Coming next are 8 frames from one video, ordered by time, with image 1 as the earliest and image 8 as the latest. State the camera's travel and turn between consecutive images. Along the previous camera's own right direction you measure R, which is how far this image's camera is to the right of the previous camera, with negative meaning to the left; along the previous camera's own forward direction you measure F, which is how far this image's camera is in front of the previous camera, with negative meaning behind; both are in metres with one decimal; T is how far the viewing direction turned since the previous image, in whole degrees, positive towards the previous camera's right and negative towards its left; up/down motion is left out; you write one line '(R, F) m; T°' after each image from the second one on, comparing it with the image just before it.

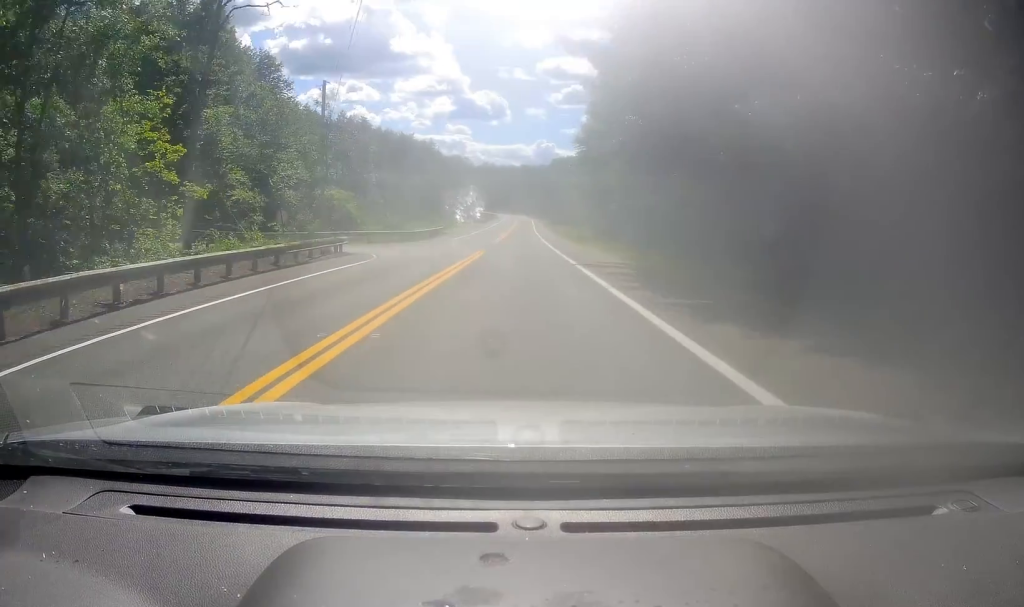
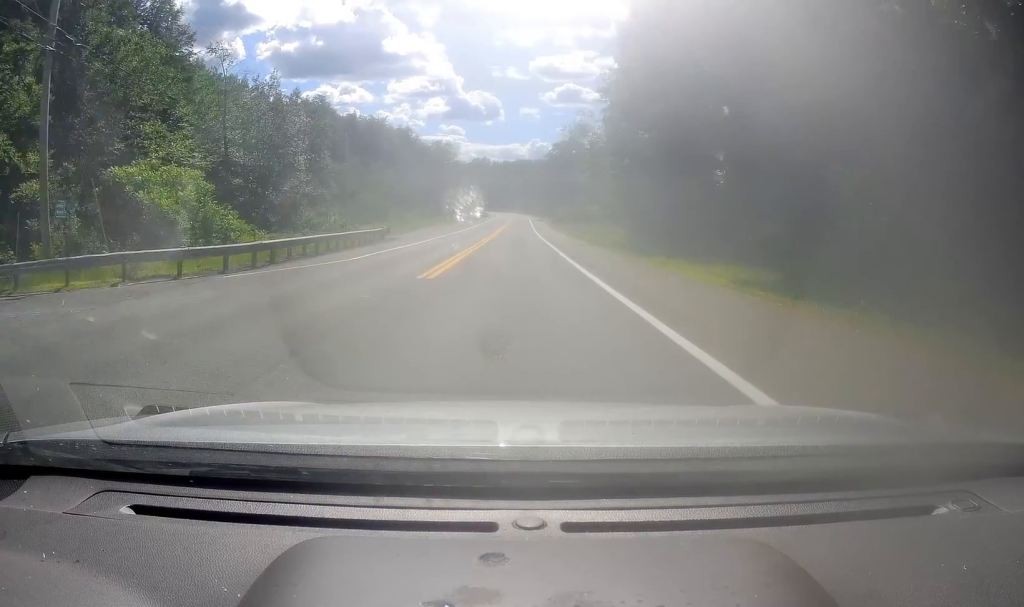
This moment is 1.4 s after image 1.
(-0.2, +32.3) m; 0°
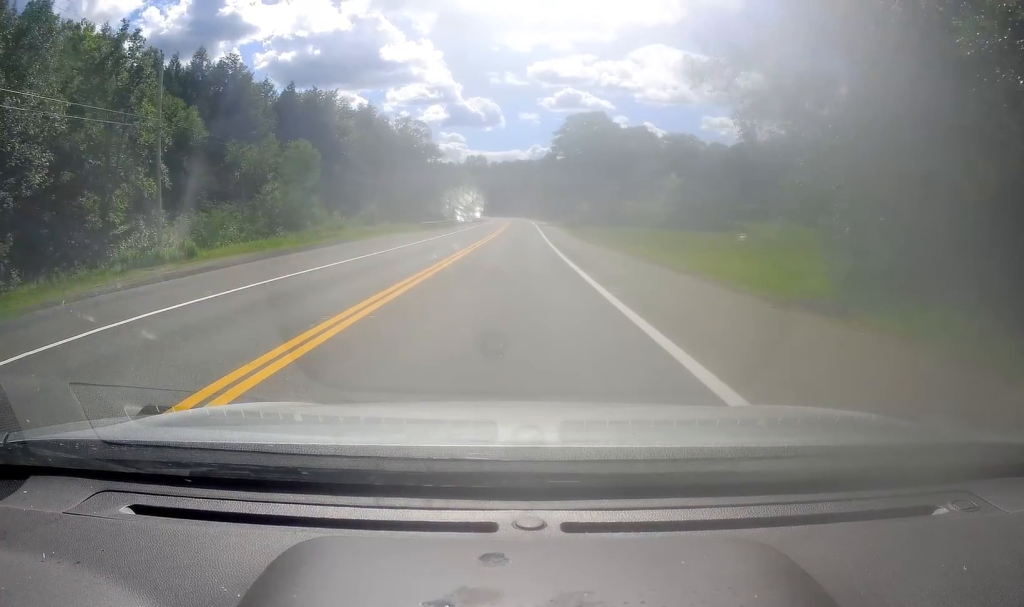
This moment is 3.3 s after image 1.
(+1.0, +42.9) m; 0°
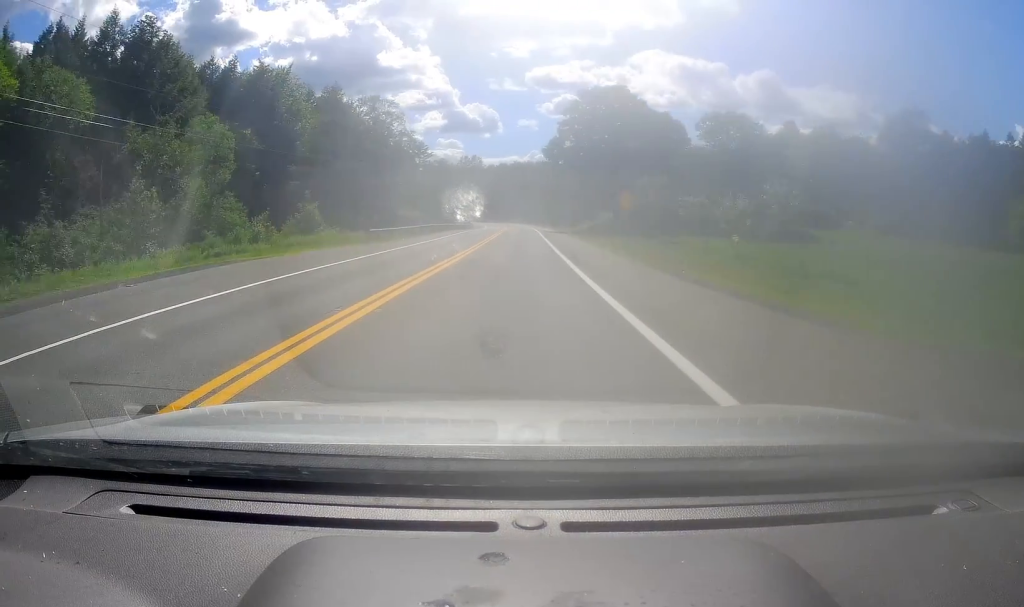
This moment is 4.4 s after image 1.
(-0.9, +24.5) m; 0°
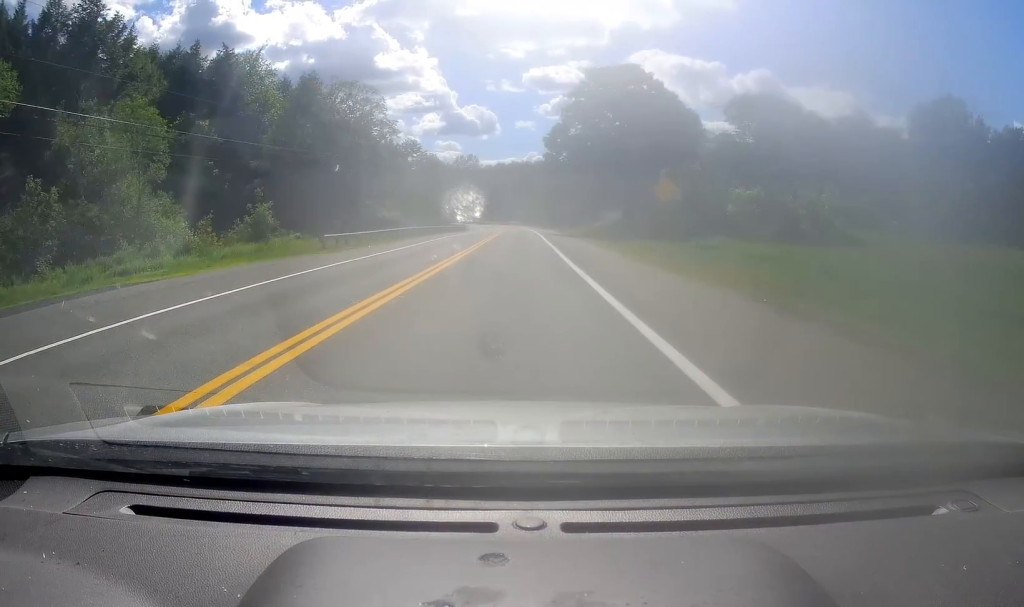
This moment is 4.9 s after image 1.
(+0.5, +10.9) m; +1°
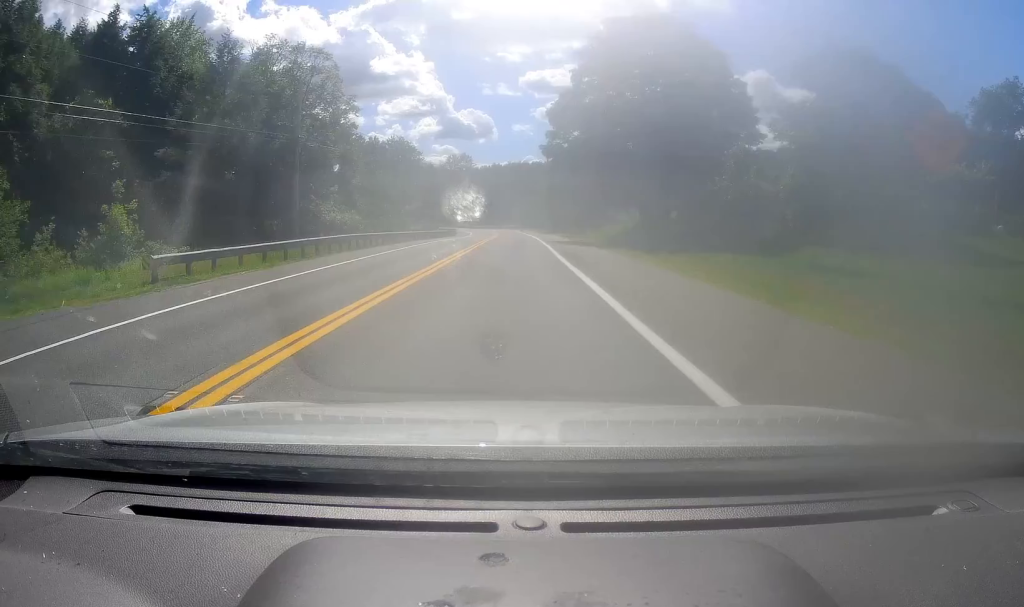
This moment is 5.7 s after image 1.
(+0.1, +17.4) m; 0°
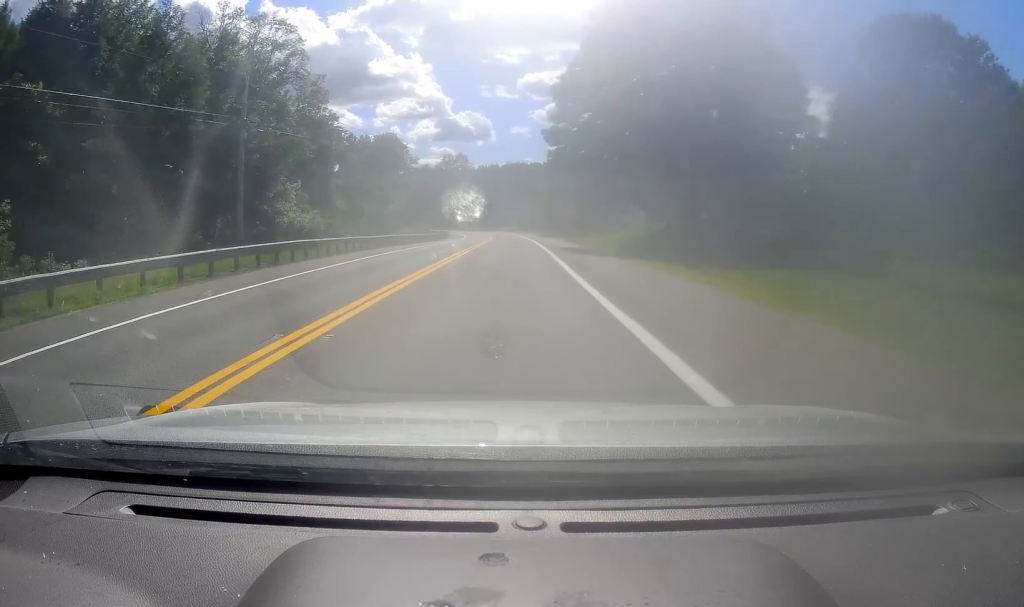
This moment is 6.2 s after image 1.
(-0.2, +9.3) m; 0°
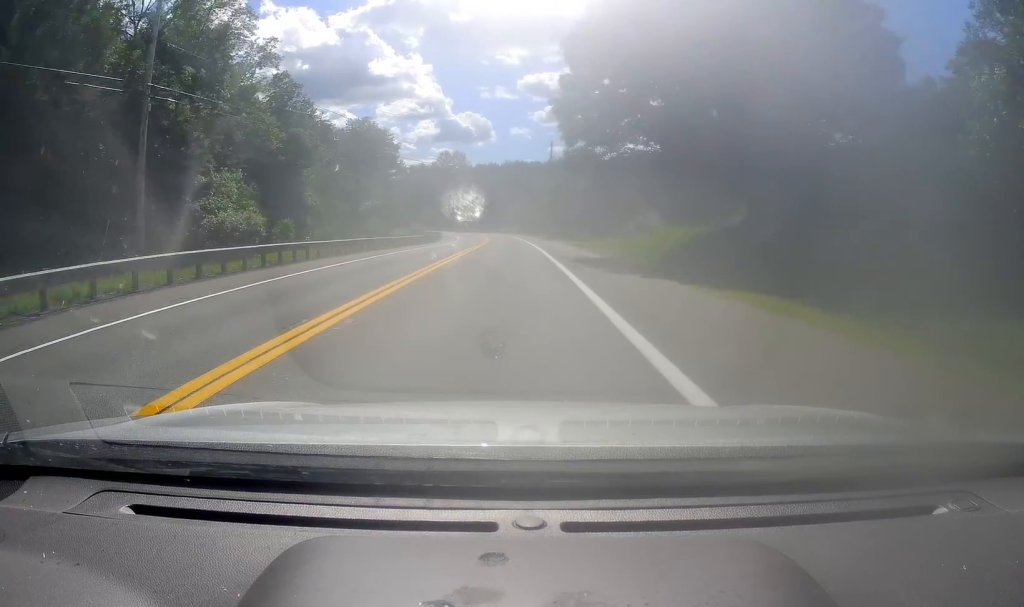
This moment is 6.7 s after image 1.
(+0.1, +10.7) m; 0°
